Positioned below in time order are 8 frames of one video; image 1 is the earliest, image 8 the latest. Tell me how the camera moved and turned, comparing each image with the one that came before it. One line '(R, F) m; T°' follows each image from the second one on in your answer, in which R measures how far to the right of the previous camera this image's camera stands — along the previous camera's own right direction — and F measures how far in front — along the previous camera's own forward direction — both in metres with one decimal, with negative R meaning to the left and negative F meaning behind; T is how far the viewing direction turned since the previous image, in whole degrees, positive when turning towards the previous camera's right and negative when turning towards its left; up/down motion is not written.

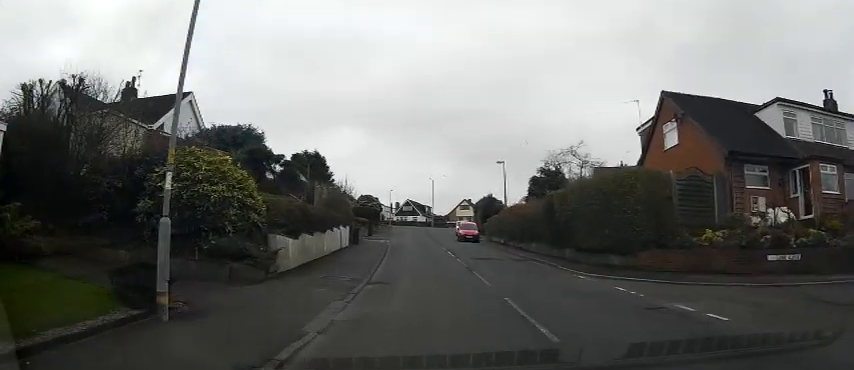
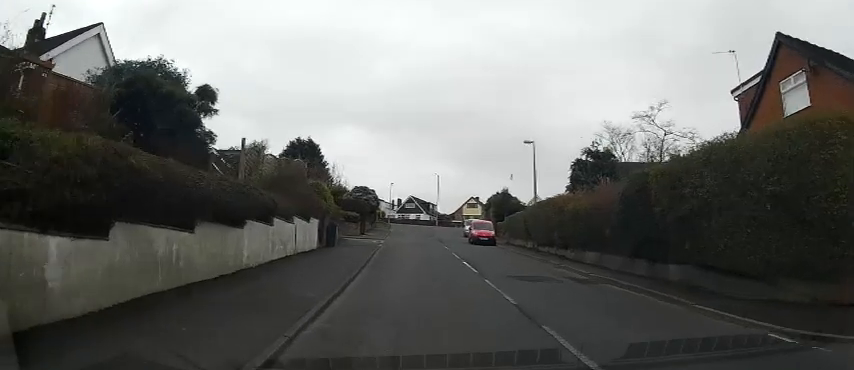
(-0.1, +9.1) m; 0°
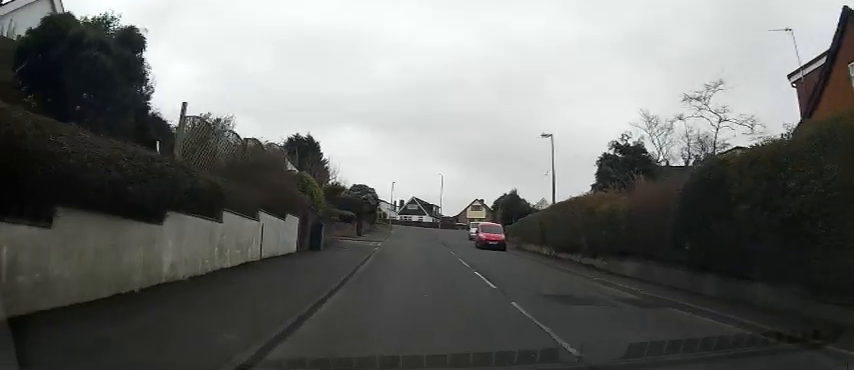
(0.0, +3.3) m; 0°
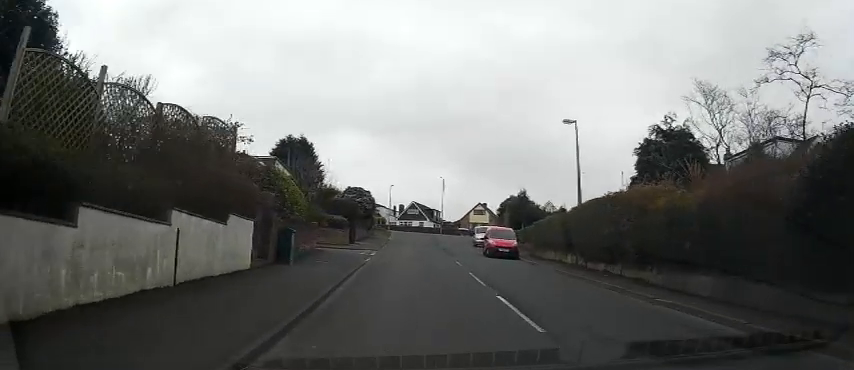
(0.0, +4.4) m; 0°
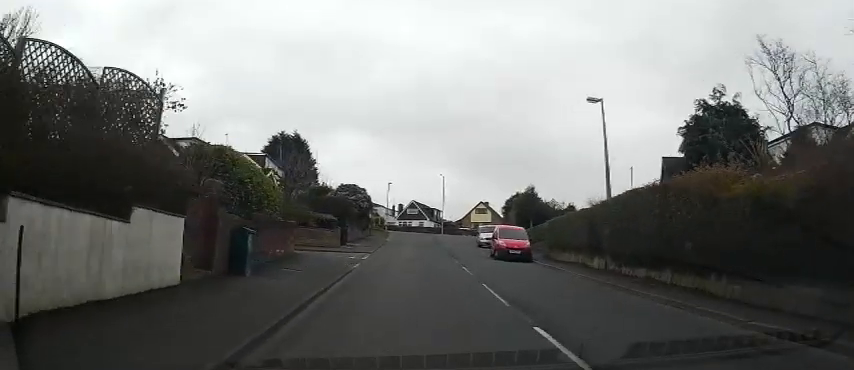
(0.0, +3.4) m; 0°
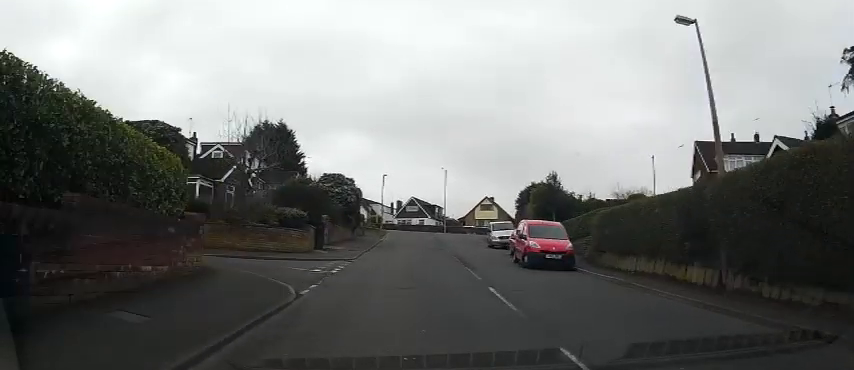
(0.0, +7.6) m; 0°
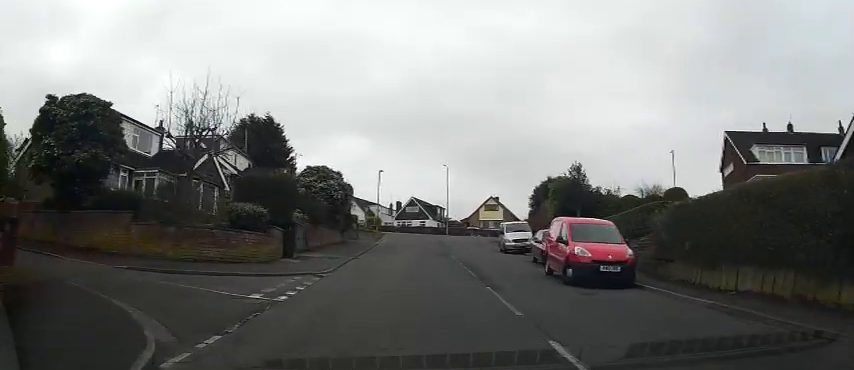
(0.0, +5.6) m; 0°
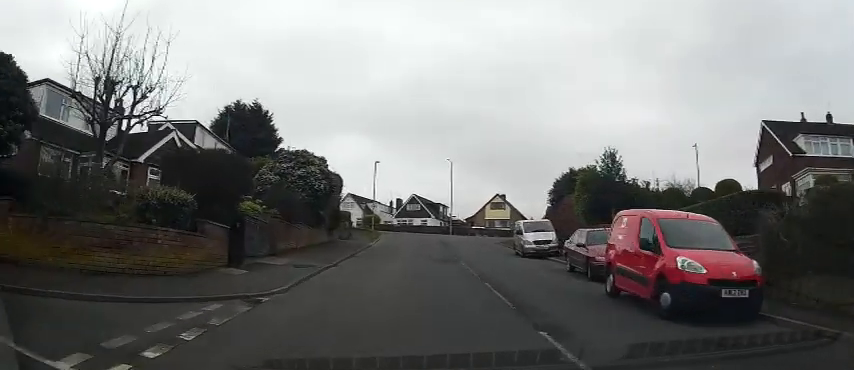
(0.0, +5.6) m; 0°
